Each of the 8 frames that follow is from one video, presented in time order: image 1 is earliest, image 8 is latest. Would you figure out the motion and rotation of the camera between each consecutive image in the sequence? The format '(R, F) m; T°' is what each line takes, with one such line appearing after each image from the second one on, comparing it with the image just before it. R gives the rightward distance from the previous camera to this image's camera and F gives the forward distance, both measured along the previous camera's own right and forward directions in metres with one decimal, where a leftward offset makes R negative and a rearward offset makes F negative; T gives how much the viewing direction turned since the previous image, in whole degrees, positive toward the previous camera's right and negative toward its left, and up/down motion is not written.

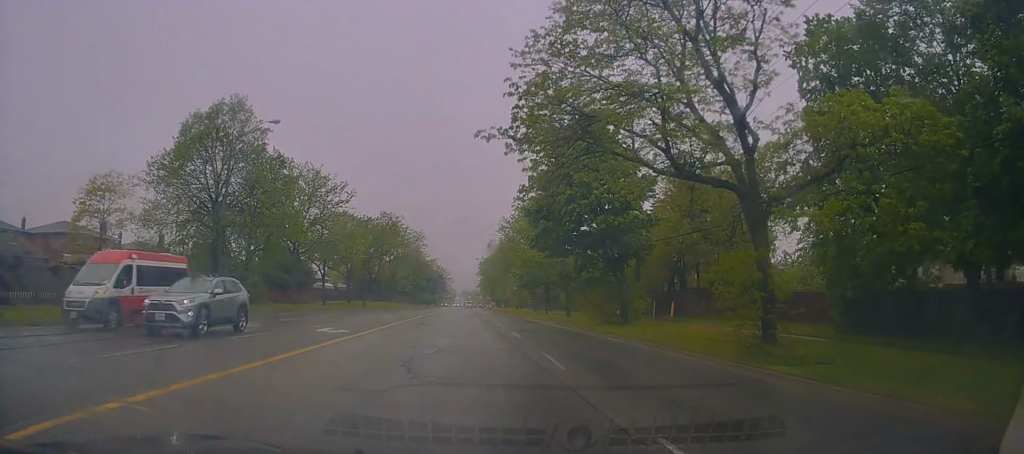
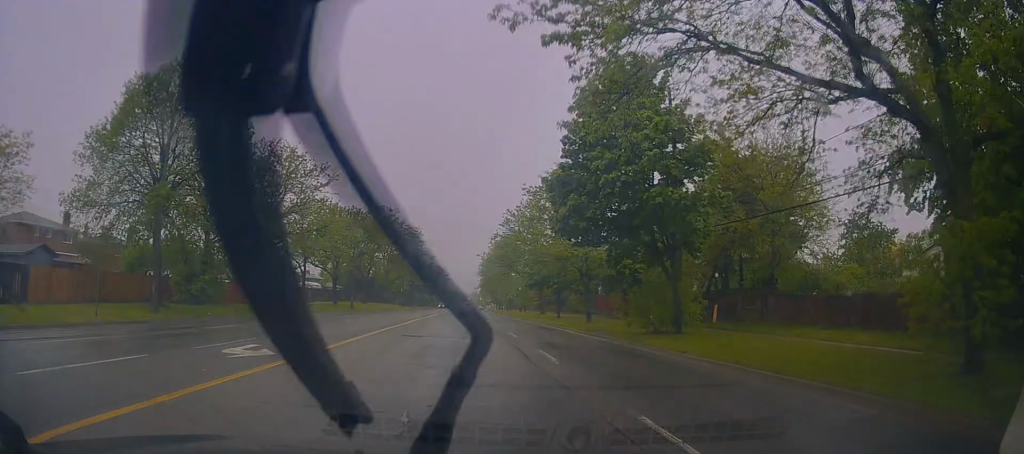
(+0.1, +8.1) m; 0°
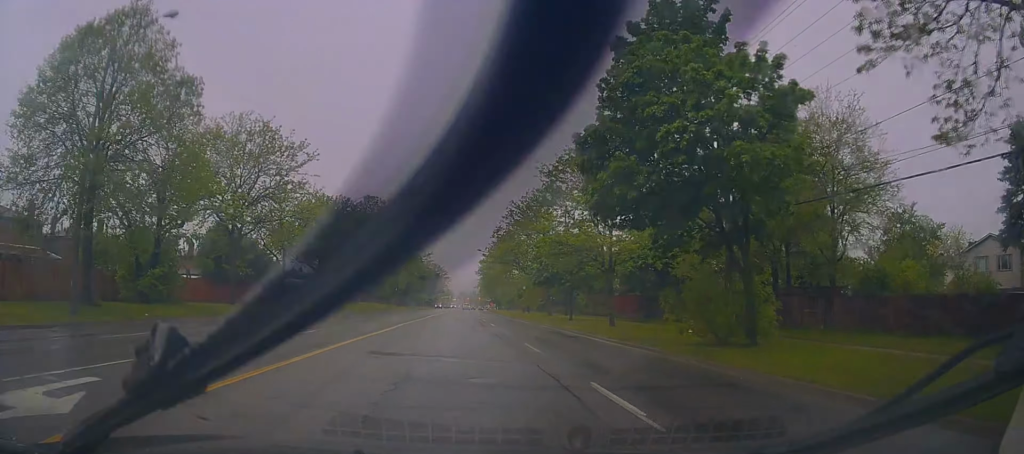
(-0.5, +6.5) m; 0°
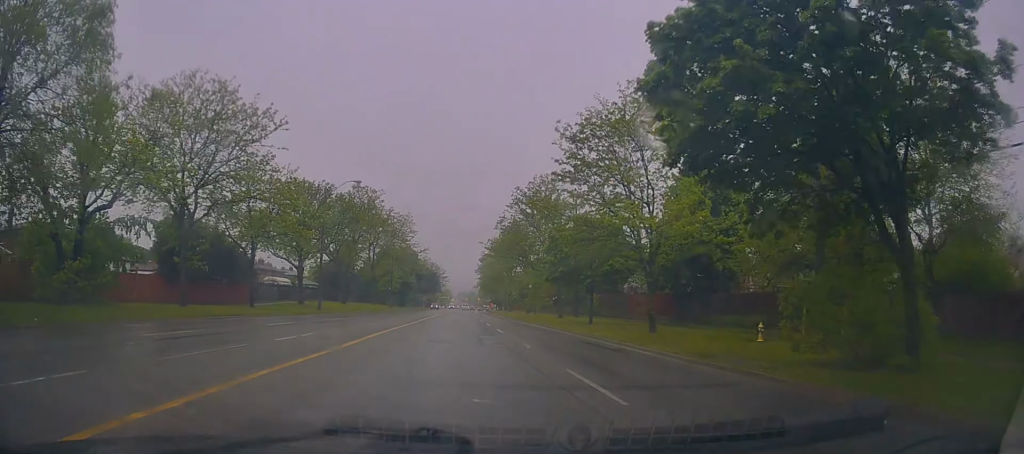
(-0.1, +7.5) m; +1°
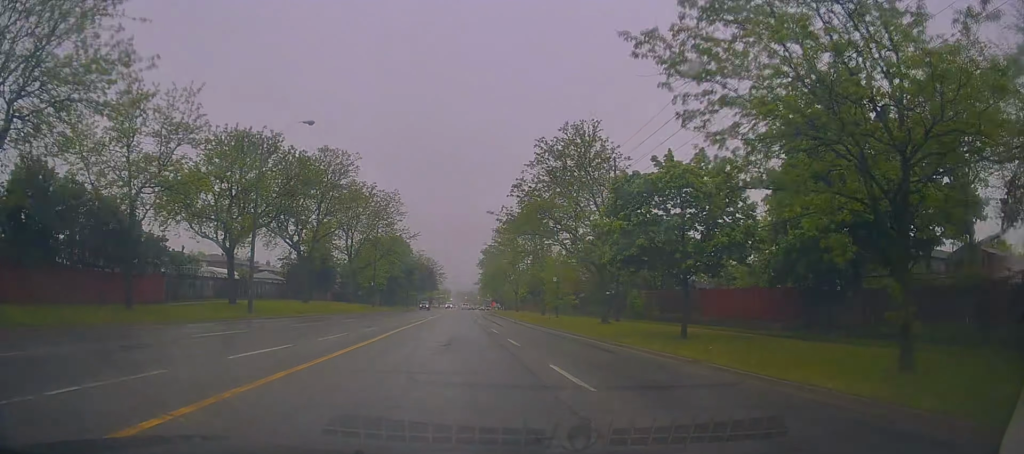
(+0.8, +16.7) m; +1°
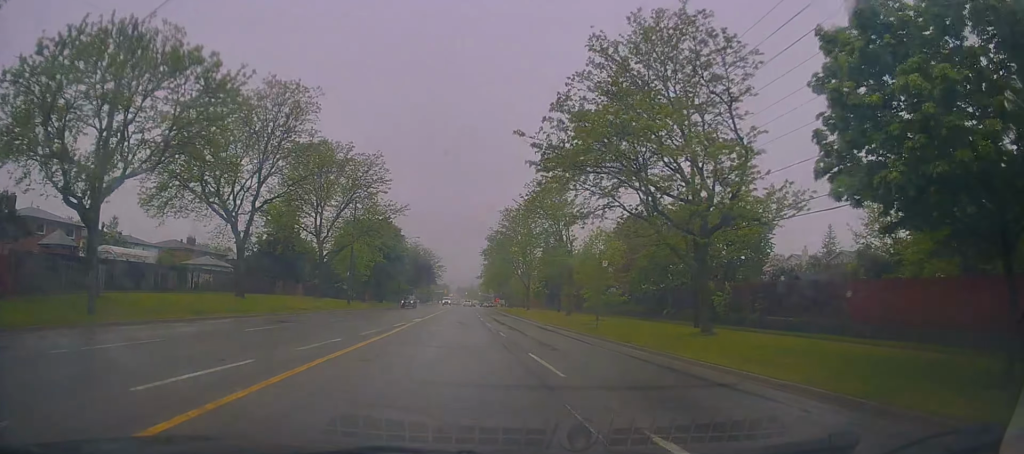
(-0.5, +16.2) m; -2°
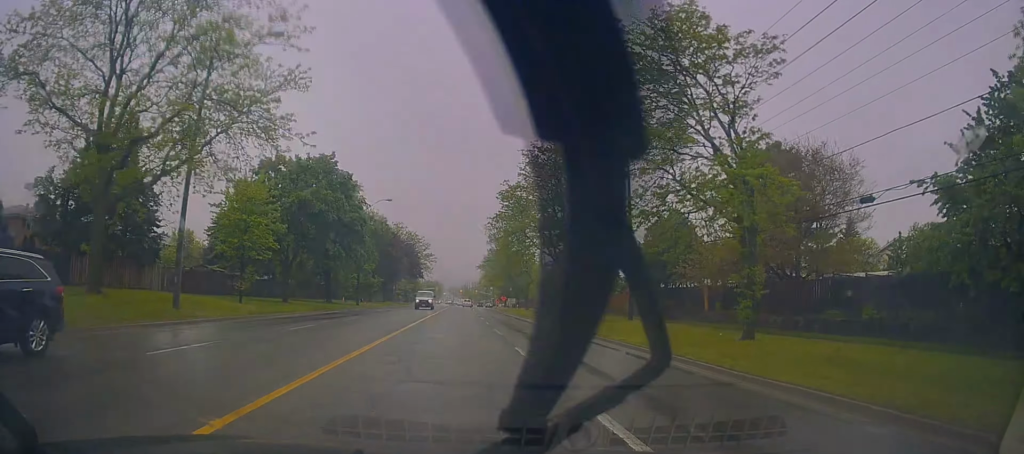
(+0.4, +35.1) m; +1°
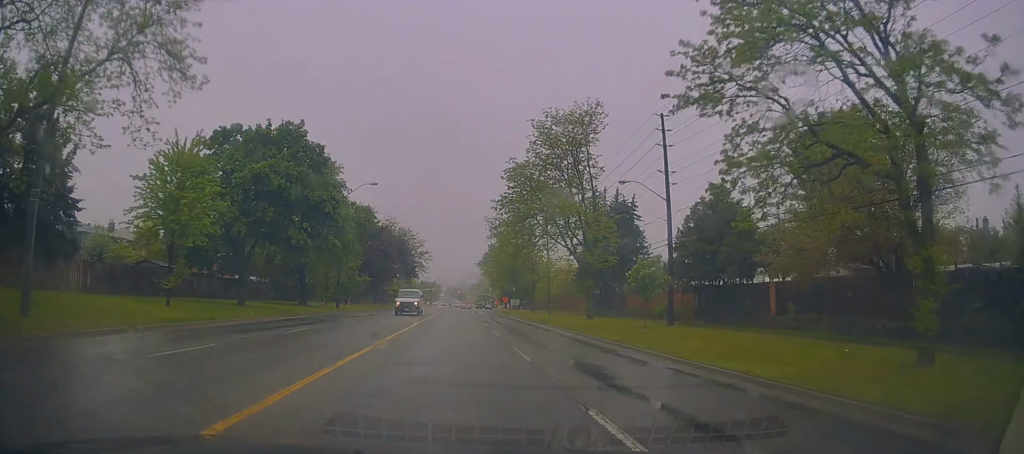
(-0.1, +9.1) m; +1°
